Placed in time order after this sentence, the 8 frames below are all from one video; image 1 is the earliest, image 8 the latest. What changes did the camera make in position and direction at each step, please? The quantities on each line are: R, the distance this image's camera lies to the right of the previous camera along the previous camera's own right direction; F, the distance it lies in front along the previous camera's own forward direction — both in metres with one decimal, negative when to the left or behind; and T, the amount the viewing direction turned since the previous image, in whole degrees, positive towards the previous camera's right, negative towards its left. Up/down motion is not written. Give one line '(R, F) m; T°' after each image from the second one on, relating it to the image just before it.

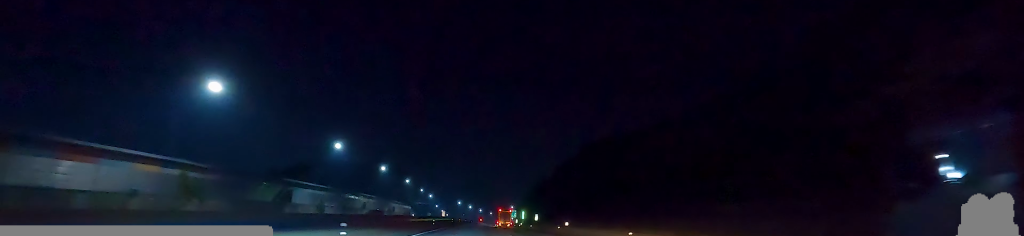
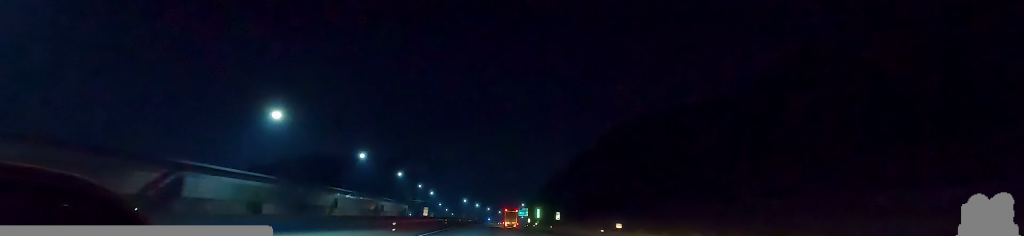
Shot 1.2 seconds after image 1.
(-0.1, +32.1) m; -1°
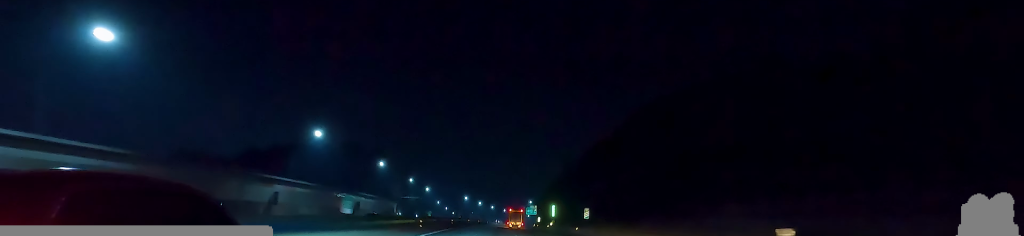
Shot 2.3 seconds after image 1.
(-0.4, +33.5) m; -1°
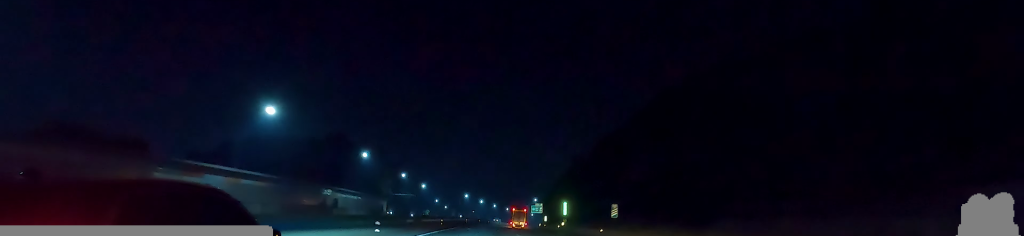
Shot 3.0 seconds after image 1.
(0.0, +19.4) m; 0°
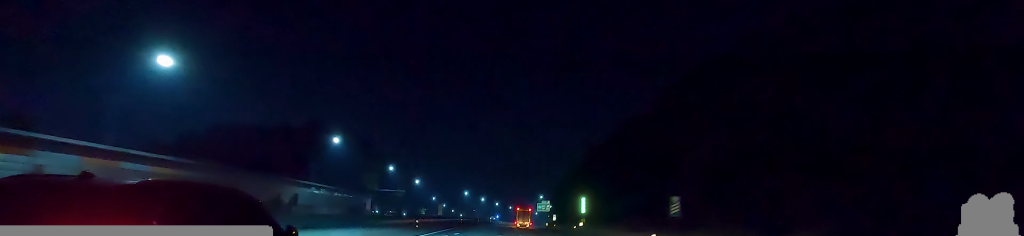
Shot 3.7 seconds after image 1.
(-0.3, +22.5) m; 0°
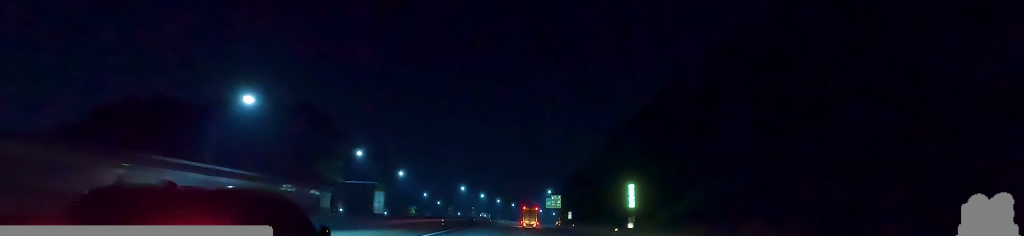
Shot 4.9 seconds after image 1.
(+0.3, +32.6) m; 0°
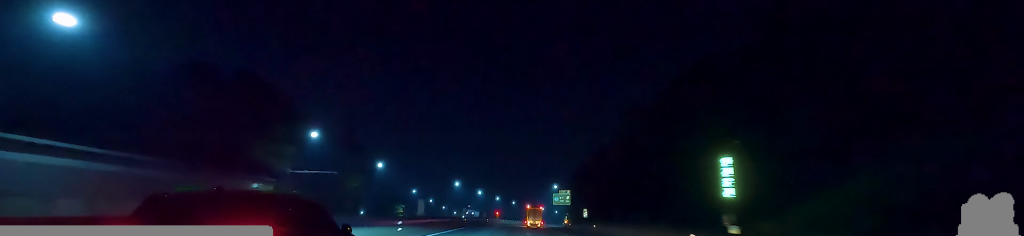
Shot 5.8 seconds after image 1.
(-0.3, +24.0) m; 0°
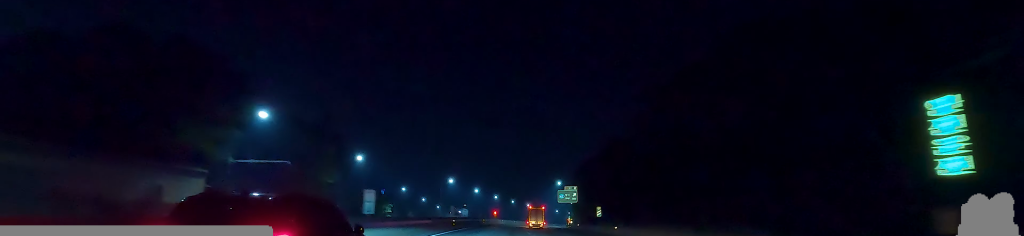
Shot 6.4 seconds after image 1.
(+0.2, +15.9) m; +2°
